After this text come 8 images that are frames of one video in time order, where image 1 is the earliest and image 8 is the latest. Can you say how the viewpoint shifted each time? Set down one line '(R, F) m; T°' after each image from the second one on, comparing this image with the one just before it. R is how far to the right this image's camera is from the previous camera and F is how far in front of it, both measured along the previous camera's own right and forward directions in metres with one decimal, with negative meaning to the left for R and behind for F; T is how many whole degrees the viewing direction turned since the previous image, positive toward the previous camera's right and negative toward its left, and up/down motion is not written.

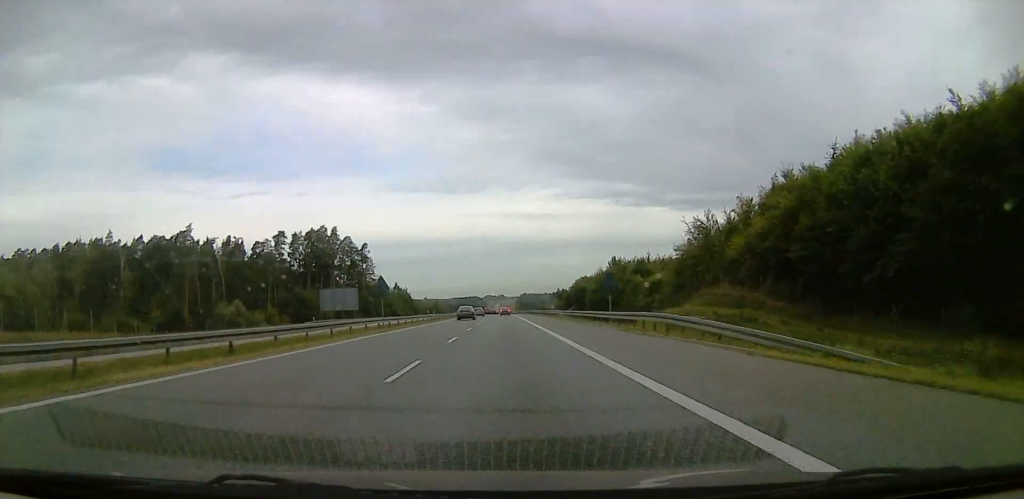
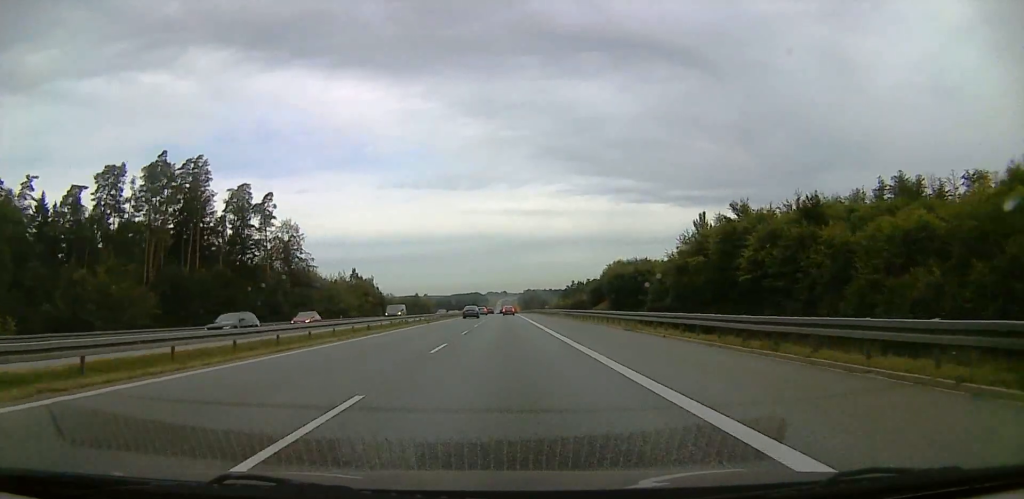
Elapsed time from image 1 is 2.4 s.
(0.0, +77.3) m; 0°
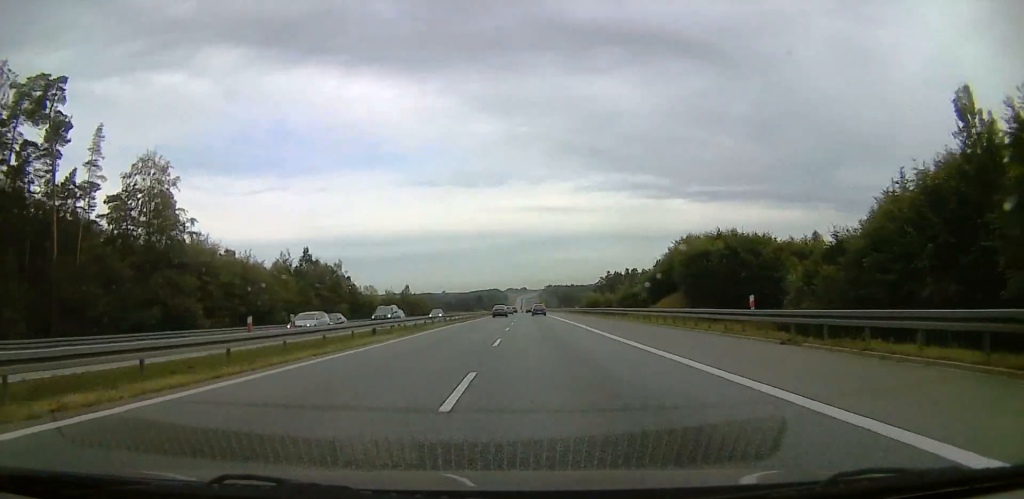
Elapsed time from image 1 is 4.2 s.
(0.0, +66.7) m; 0°
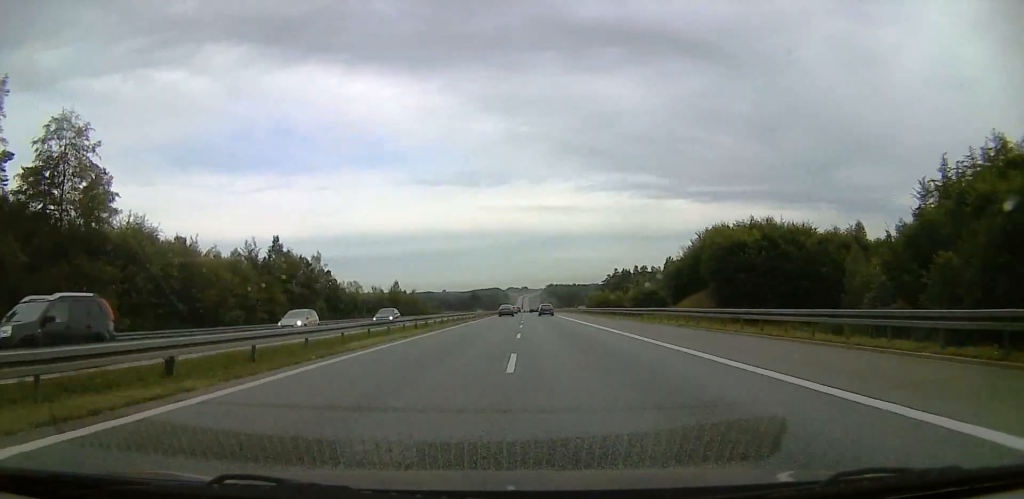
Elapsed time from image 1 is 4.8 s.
(0.0, +21.9) m; 0°
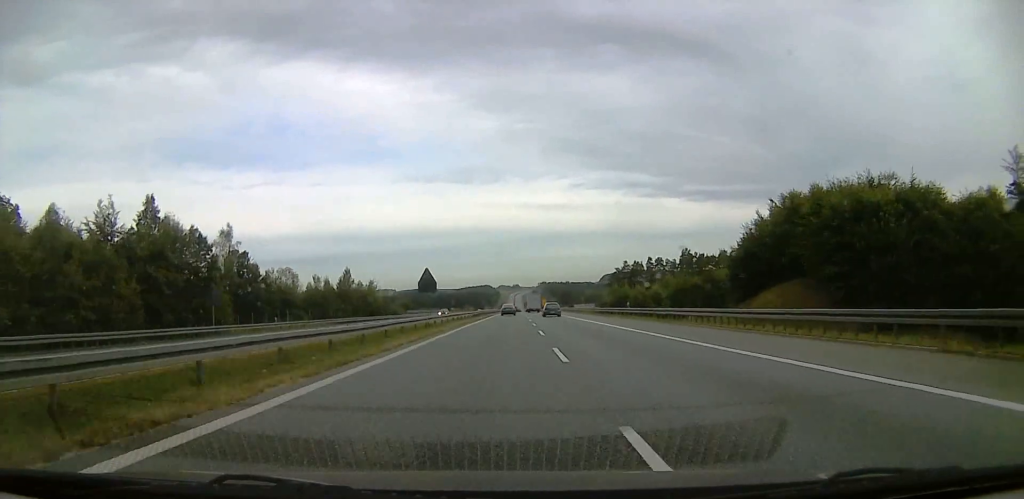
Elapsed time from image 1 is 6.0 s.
(-0.3, +49.3) m; 0°
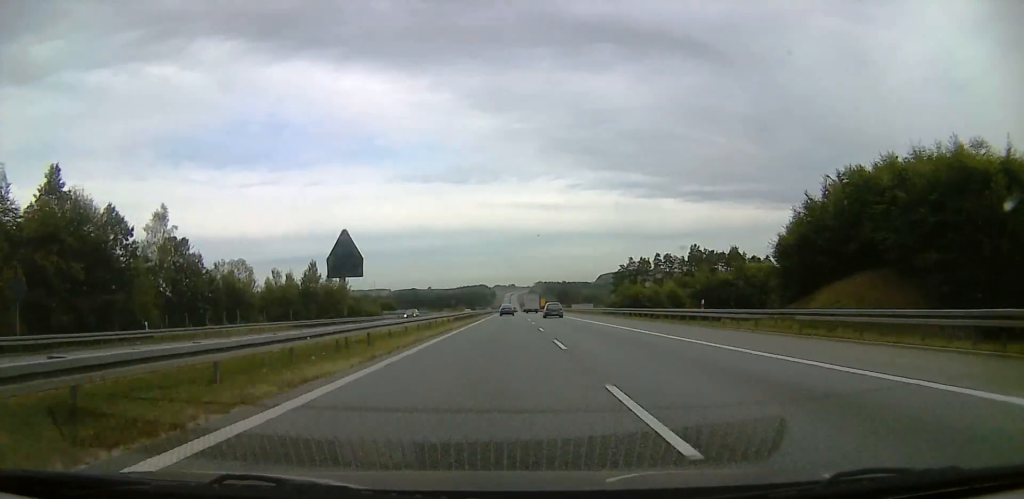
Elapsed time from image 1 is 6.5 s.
(0.0, +21.8) m; 0°
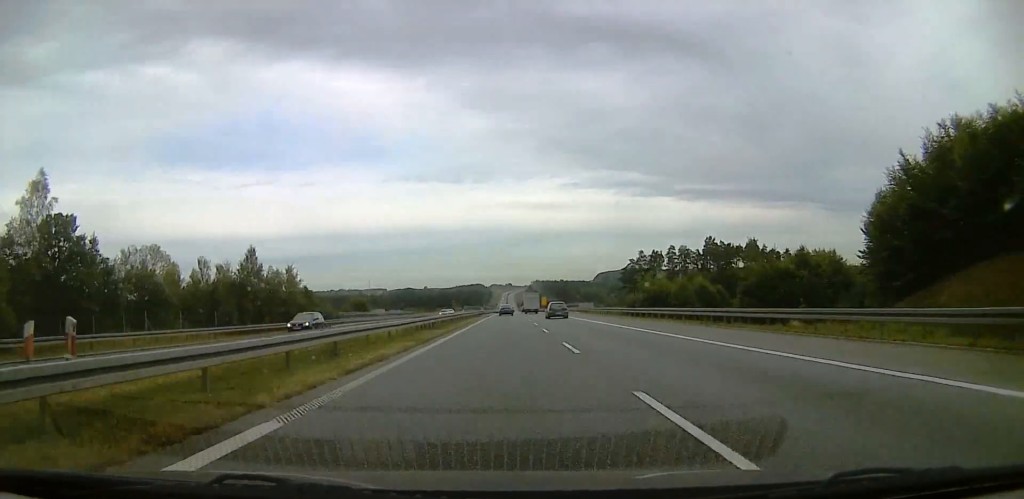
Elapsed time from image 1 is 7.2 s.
(0.0, +26.7) m; 0°
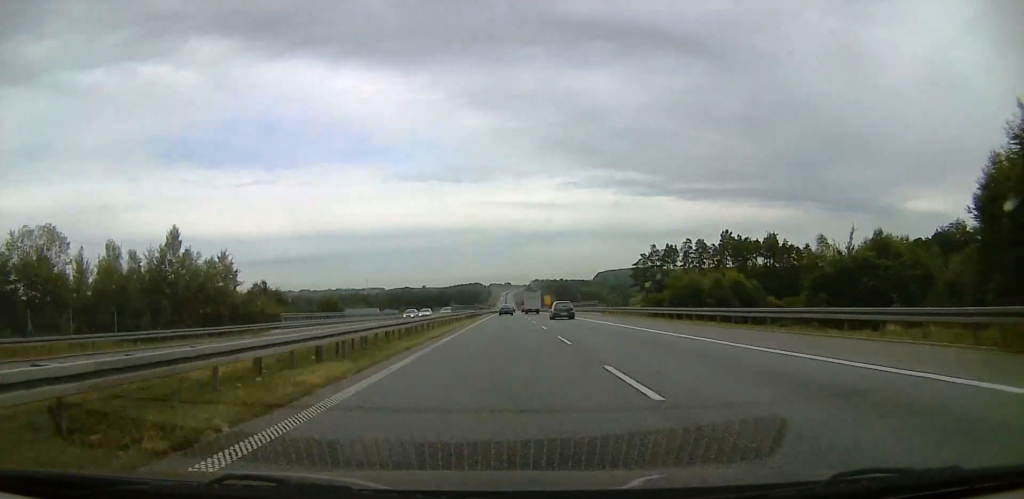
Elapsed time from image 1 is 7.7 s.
(0.0, +21.2) m; 0°
